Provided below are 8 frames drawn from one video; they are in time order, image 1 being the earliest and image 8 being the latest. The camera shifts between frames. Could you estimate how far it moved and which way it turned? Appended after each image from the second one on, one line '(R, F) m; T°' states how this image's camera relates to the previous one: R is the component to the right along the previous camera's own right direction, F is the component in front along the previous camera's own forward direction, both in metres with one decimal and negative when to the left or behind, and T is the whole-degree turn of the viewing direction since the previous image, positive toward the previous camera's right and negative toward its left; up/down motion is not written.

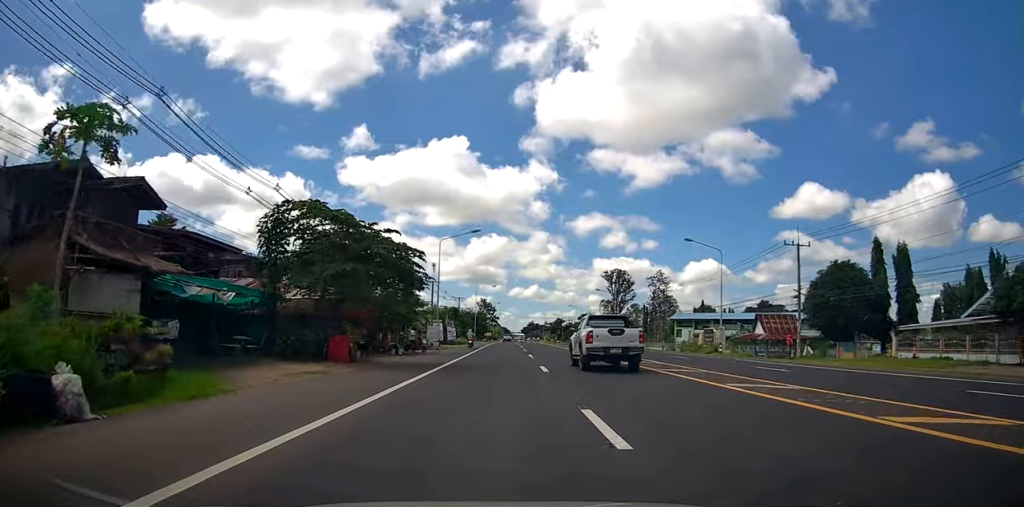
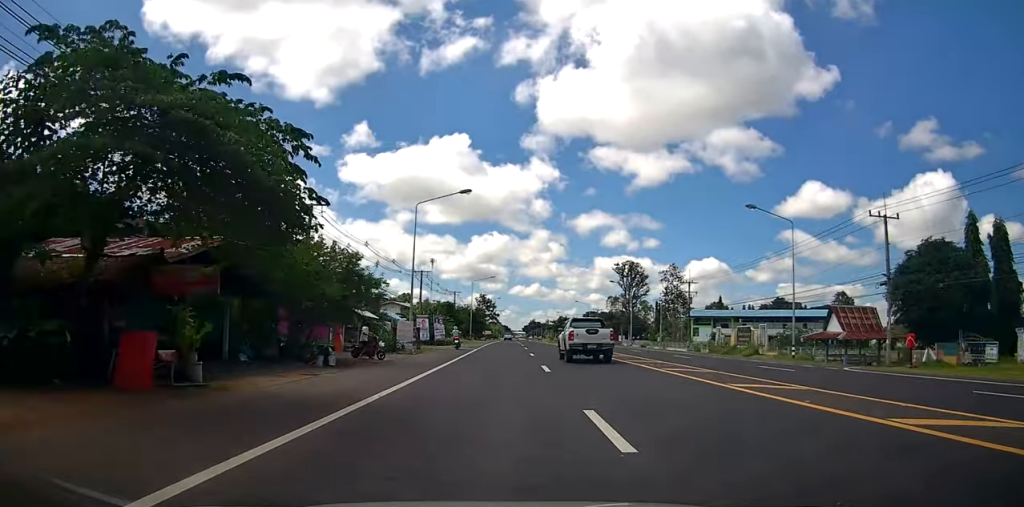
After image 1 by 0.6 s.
(0.0, +12.2) m; 0°
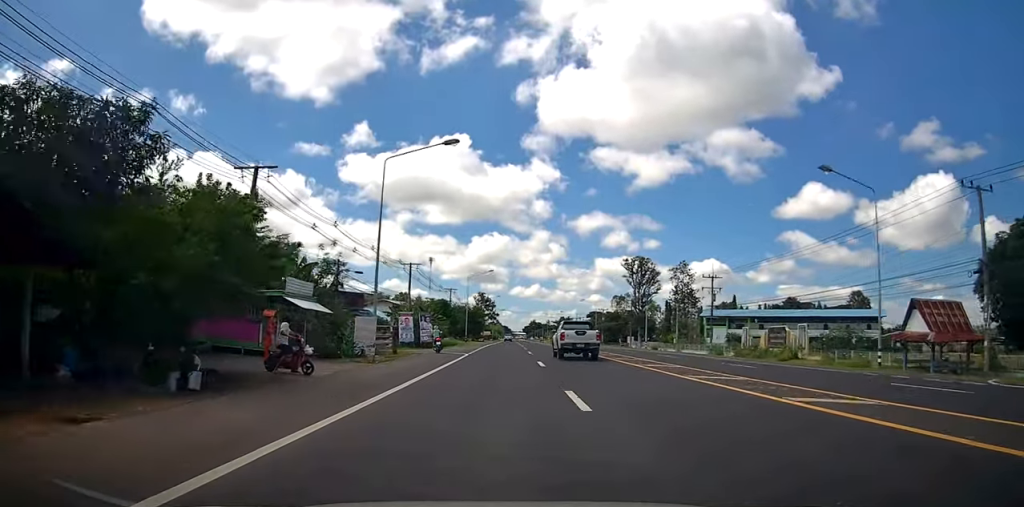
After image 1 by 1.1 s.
(-0.1, +8.8) m; 0°
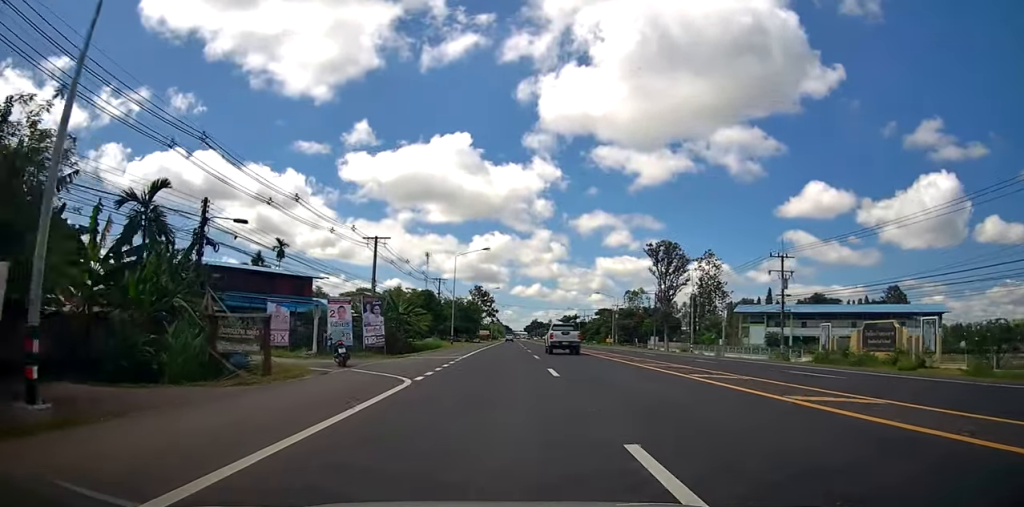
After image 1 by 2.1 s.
(+0.1, +17.9) m; 0°
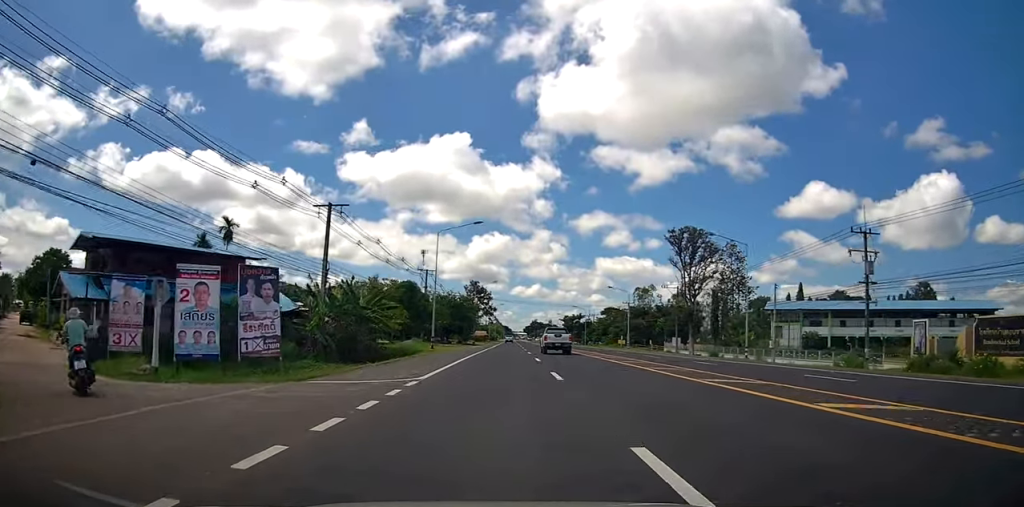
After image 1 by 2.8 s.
(-0.1, +13.0) m; 0°
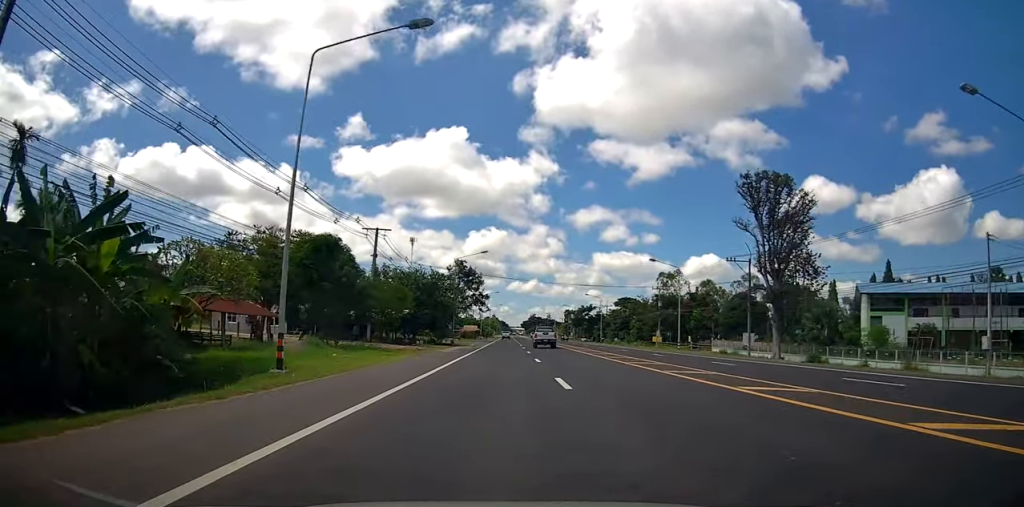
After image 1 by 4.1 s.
(-0.1, +26.7) m; 0°
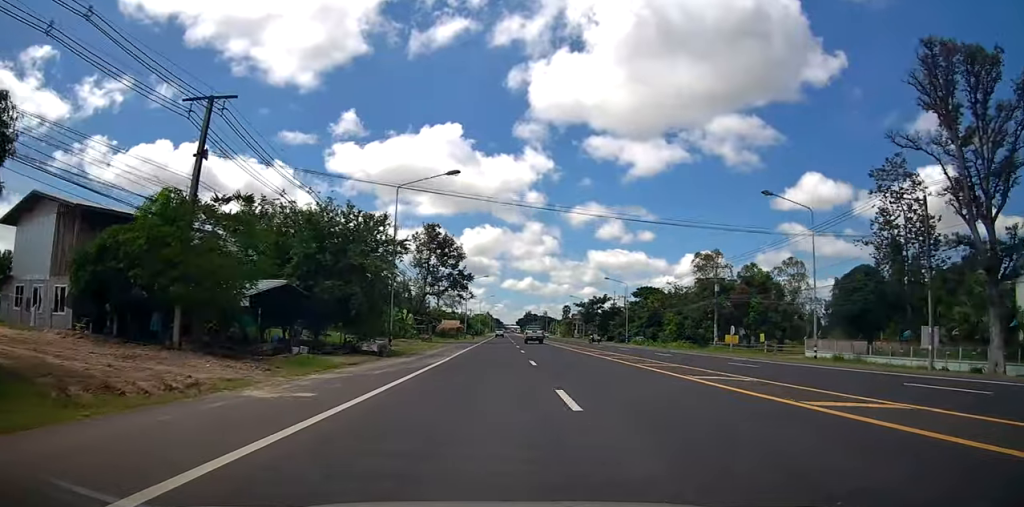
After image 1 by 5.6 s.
(+0.4, +27.8) m; +1°
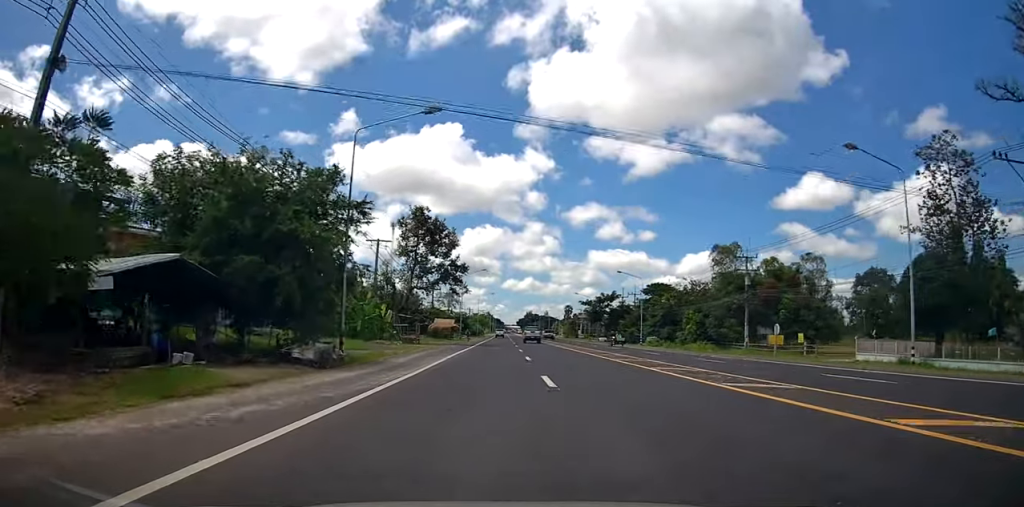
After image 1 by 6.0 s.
(+0.2, +8.5) m; 0°
